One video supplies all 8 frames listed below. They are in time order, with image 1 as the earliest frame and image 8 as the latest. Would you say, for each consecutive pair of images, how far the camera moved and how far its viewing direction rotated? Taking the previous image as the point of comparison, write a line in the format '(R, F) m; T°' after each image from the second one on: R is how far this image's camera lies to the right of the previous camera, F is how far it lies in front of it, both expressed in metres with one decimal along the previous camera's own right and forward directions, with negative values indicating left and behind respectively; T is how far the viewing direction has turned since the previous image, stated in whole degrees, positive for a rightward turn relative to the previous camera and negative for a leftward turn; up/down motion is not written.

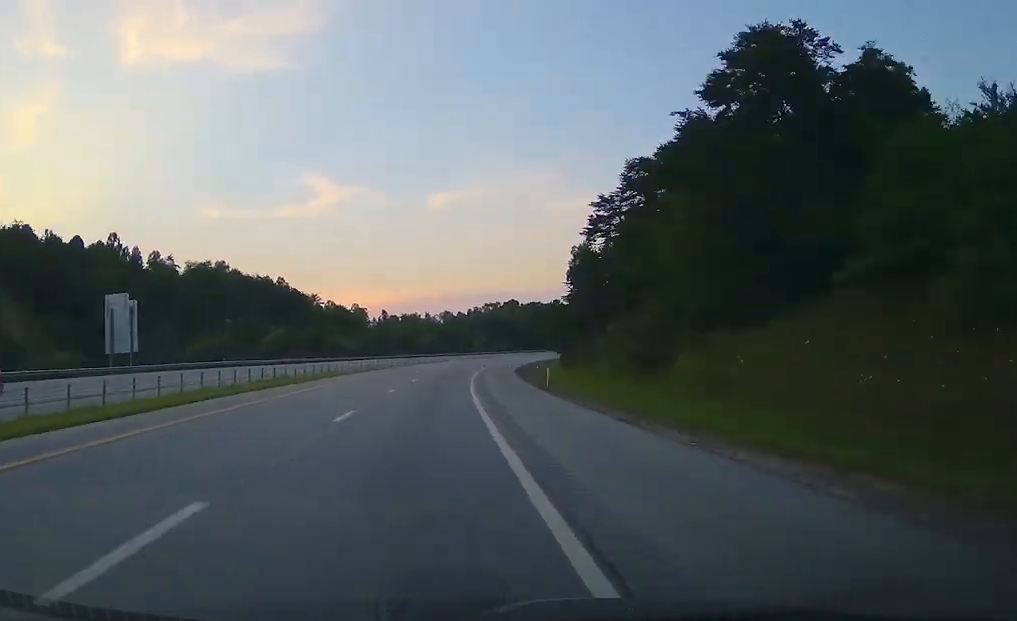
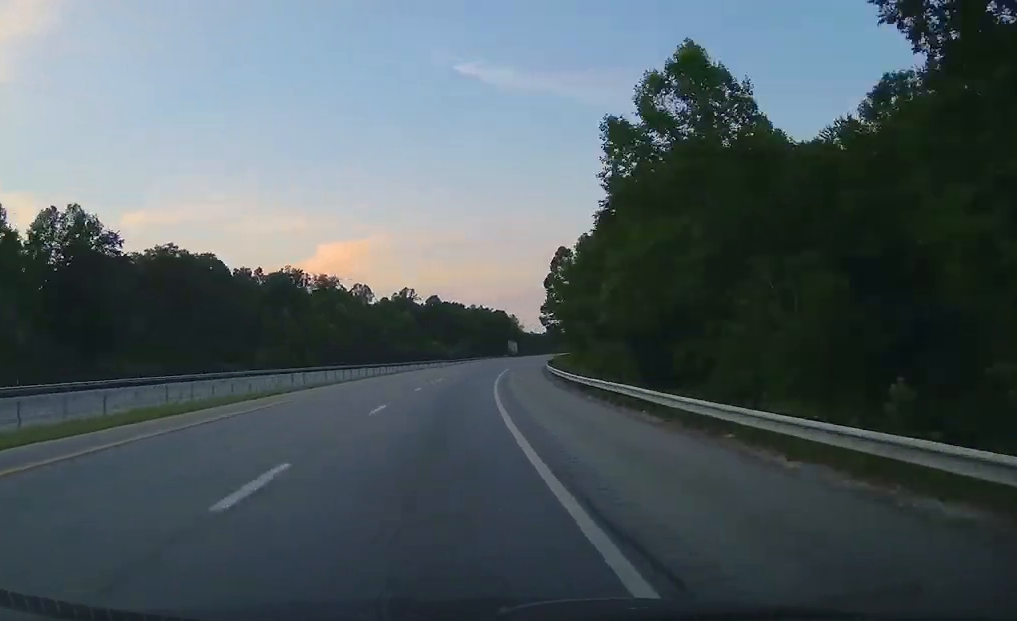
(+50.5, +276.6) m; +25°
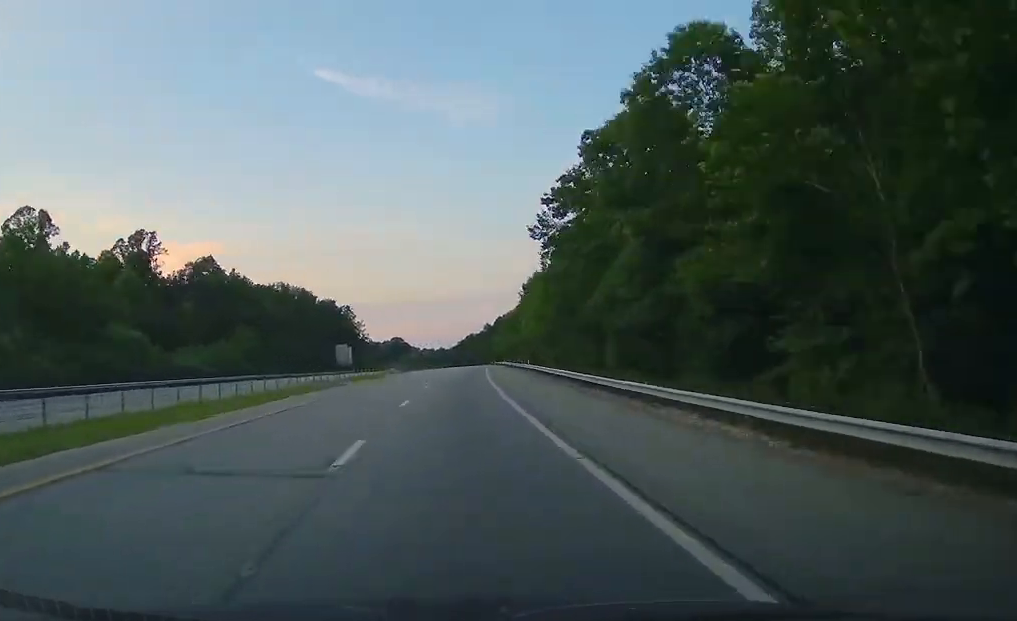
(+14.7, +121.2) m; +9°
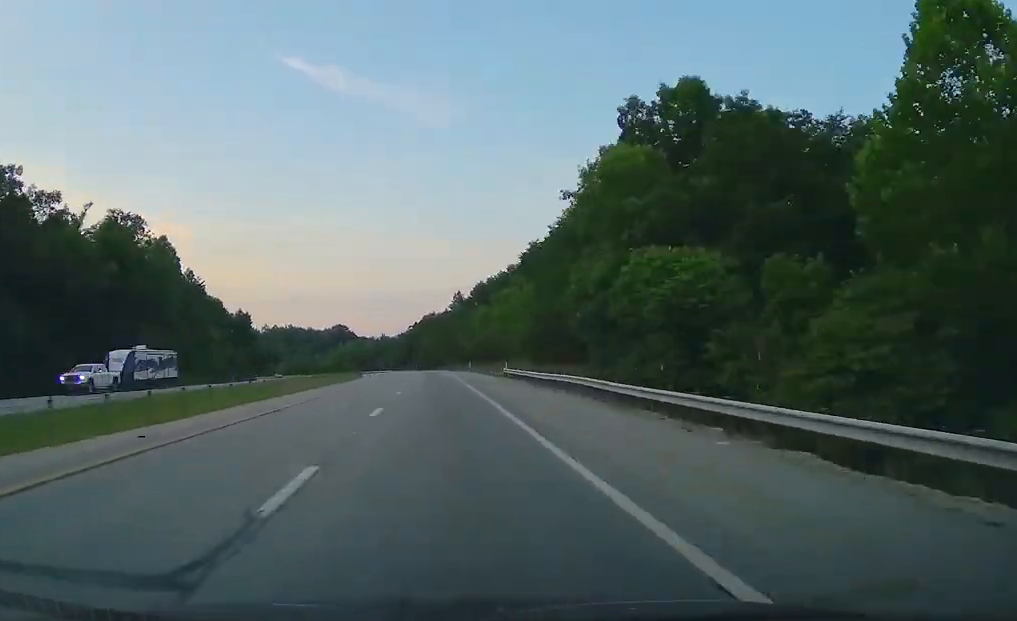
(+7.1, +133.2) m; 0°
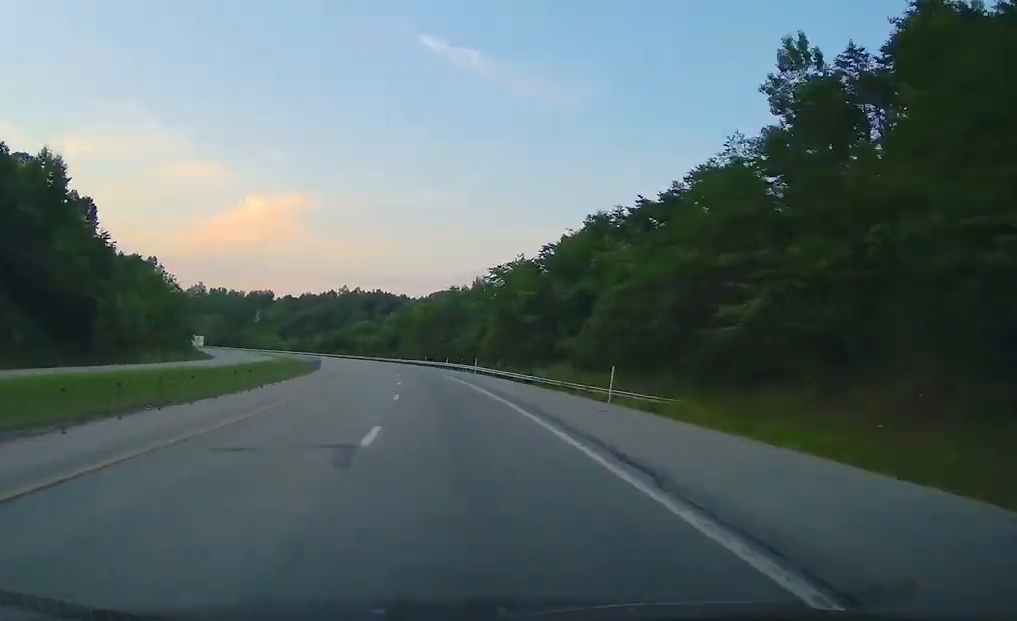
(-6.8, +122.6) m; -11°
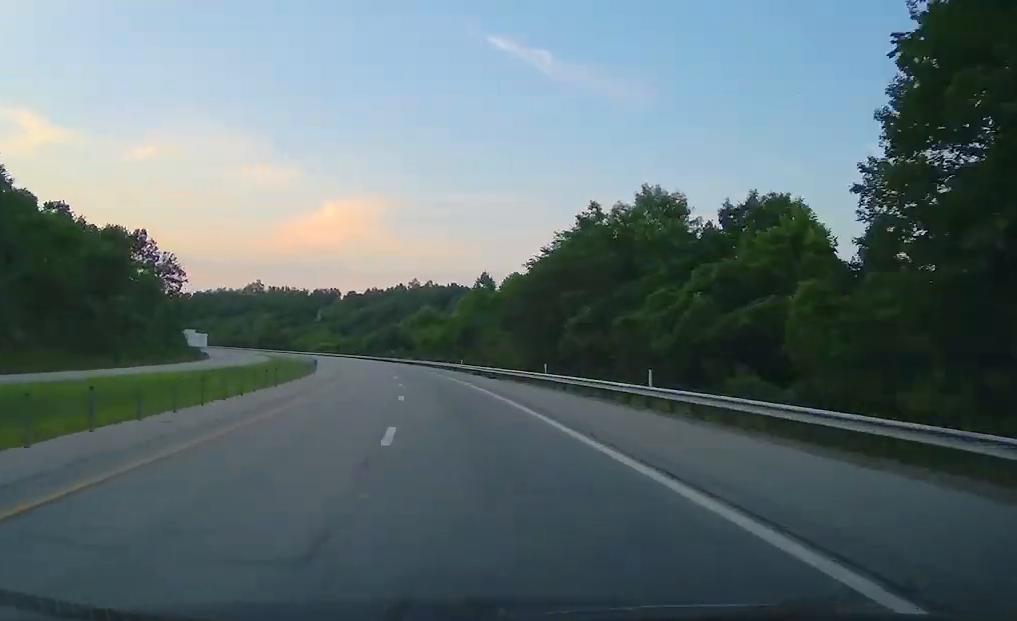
(+1.0, +49.4) m; -6°
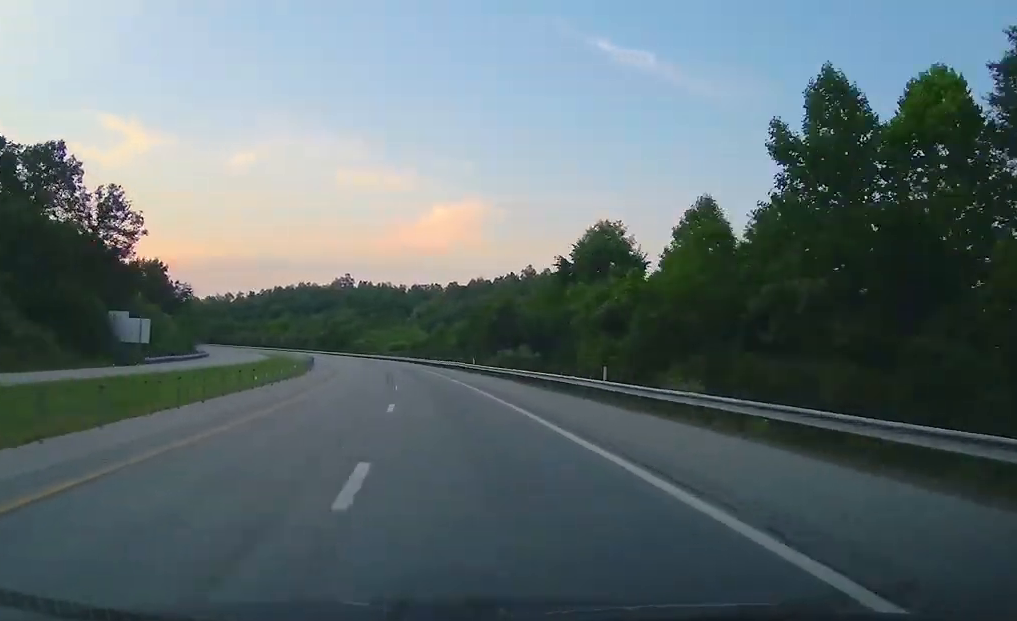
(-8.5, +89.2) m; -8°
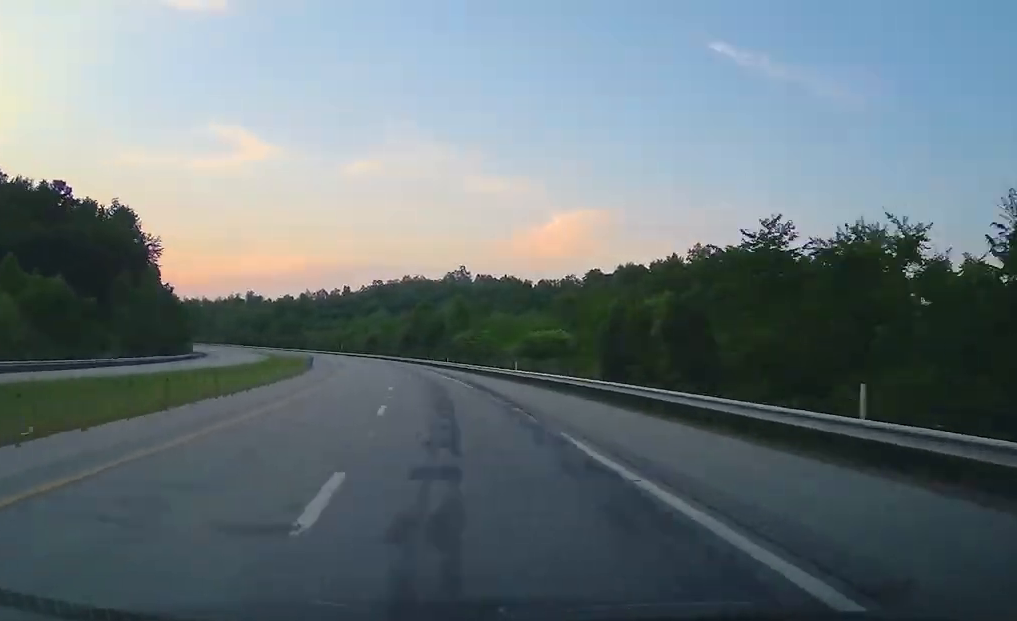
(-6.5, +100.1) m; -10°
